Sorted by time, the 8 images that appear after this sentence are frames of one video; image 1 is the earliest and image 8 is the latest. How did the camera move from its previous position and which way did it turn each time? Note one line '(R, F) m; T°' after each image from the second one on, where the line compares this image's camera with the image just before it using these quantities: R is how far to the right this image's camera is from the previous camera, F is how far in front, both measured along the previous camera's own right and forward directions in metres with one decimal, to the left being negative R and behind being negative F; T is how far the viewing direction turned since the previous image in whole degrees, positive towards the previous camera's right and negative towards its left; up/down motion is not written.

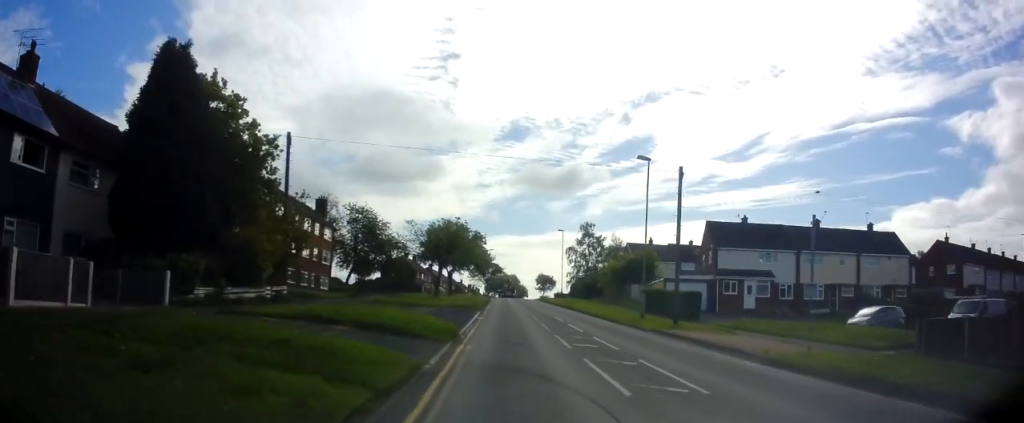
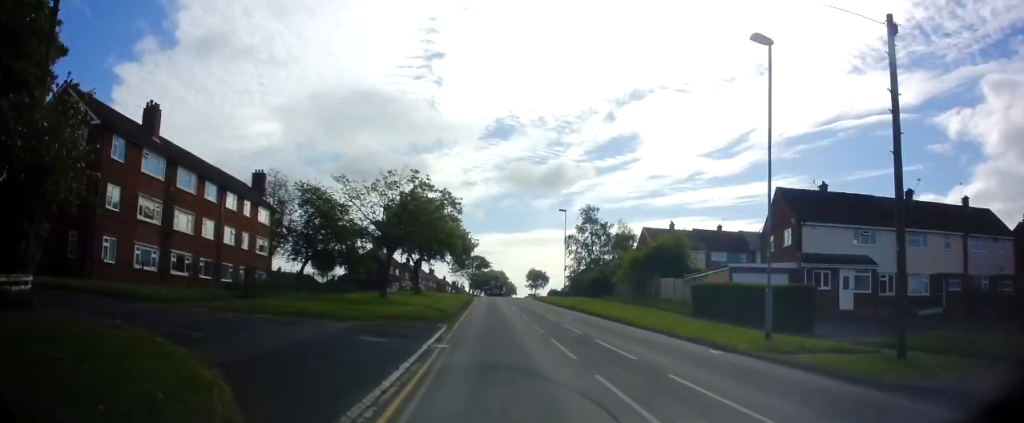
(0.0, +14.7) m; 0°
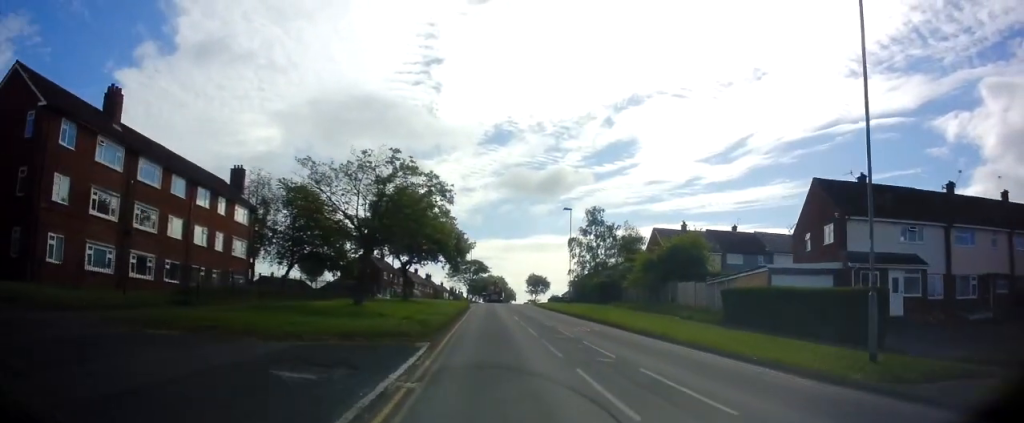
(0.0, +4.5) m; 0°
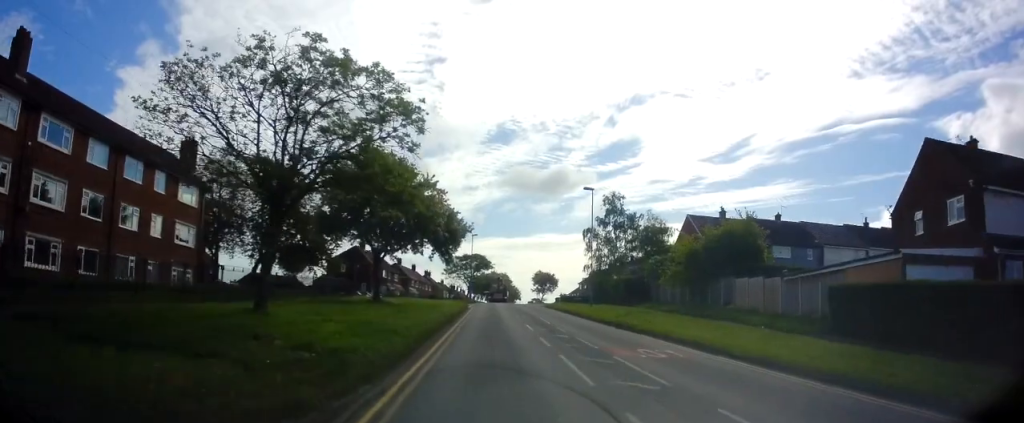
(0.0, +9.0) m; 0°
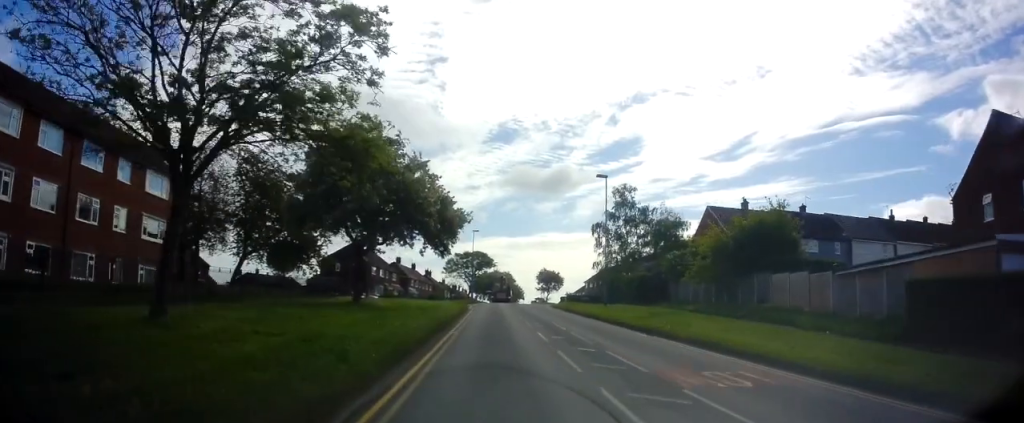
(0.0, +4.1) m; 0°
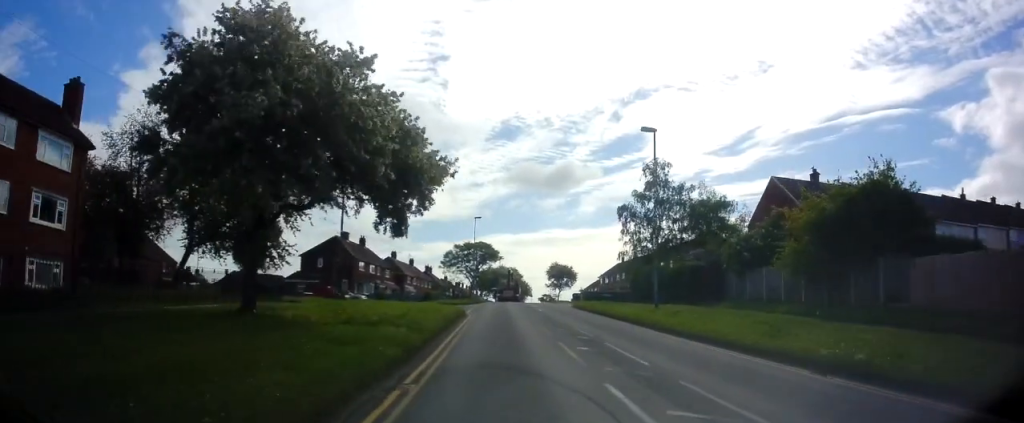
(0.0, +10.4) m; +2°
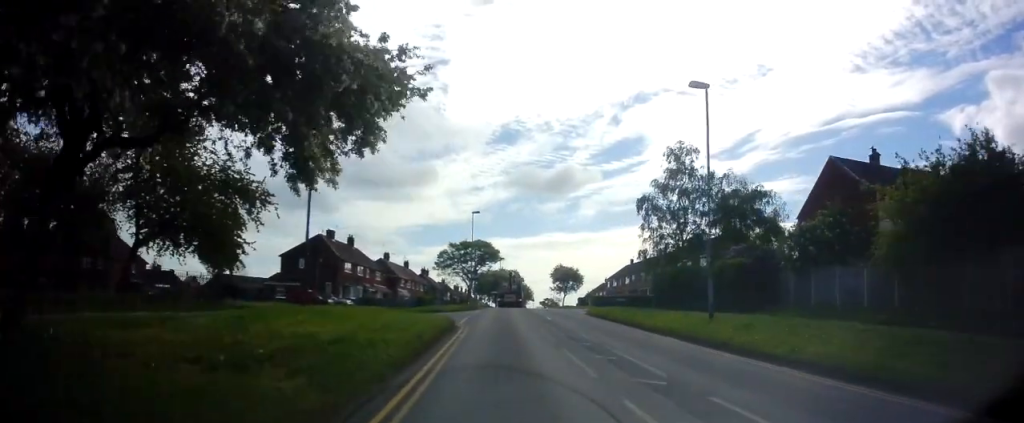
(+0.2, +6.8) m; +1°
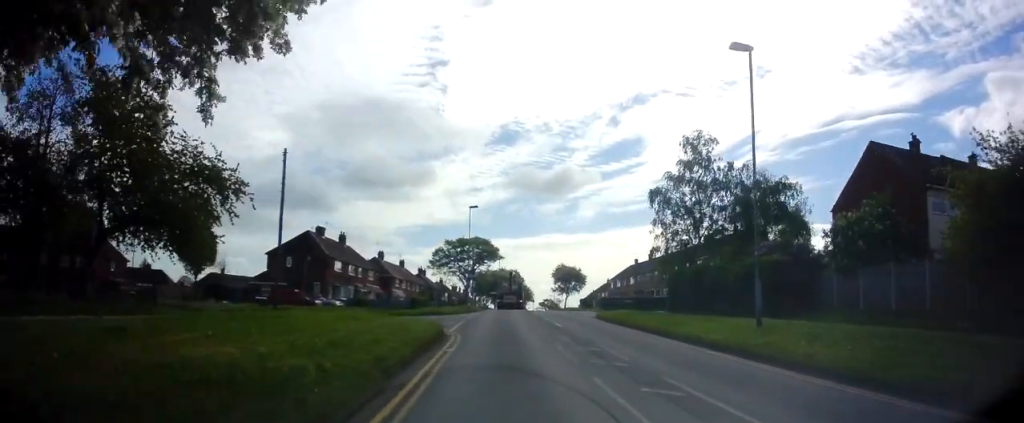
(+0.2, +3.7) m; 0°
